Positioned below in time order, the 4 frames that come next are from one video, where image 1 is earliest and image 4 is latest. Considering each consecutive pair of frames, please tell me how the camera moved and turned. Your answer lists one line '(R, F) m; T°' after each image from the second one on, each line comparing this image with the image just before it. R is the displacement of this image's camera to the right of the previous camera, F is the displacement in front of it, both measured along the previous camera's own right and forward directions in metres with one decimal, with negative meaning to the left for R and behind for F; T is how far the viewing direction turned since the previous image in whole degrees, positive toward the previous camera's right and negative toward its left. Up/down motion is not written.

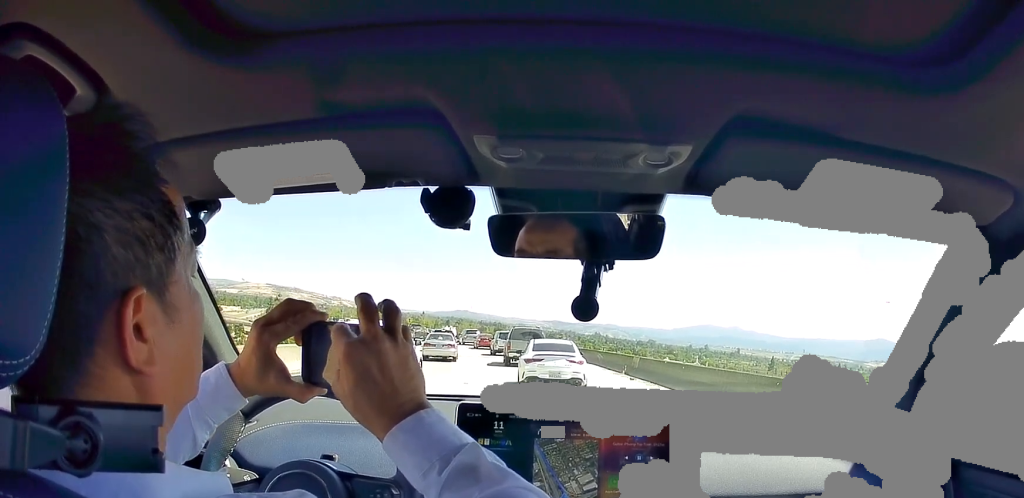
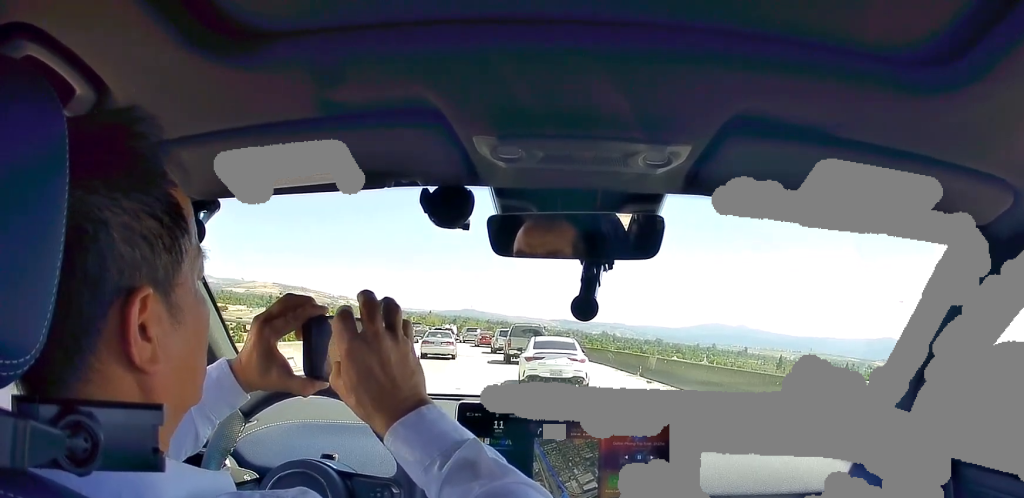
(-0.5, +2.4) m; -2°
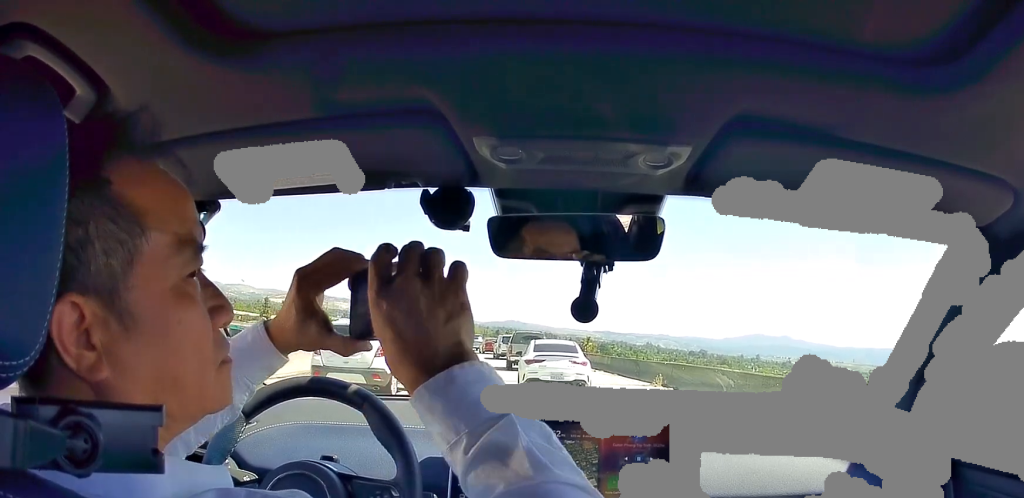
(+0.2, +16.3) m; 0°
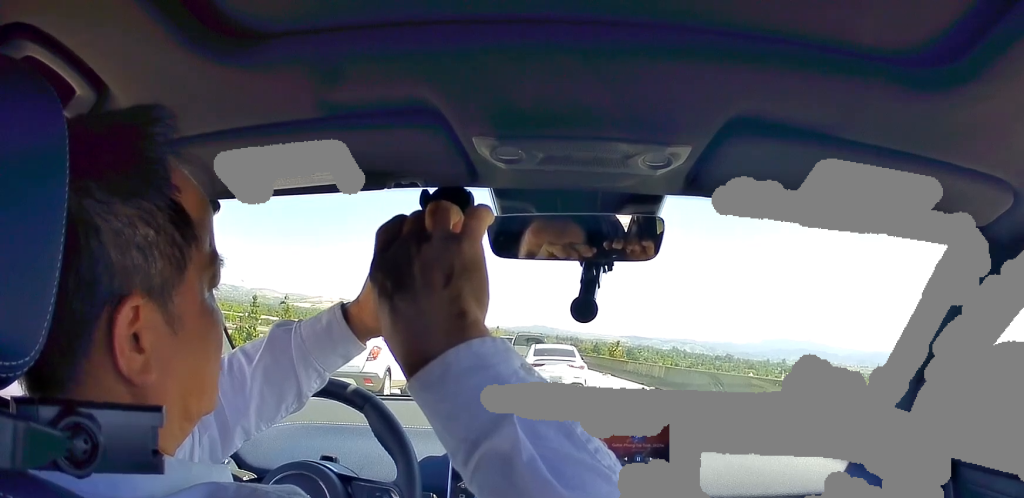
(-2.0, +11.5) m; -6°
